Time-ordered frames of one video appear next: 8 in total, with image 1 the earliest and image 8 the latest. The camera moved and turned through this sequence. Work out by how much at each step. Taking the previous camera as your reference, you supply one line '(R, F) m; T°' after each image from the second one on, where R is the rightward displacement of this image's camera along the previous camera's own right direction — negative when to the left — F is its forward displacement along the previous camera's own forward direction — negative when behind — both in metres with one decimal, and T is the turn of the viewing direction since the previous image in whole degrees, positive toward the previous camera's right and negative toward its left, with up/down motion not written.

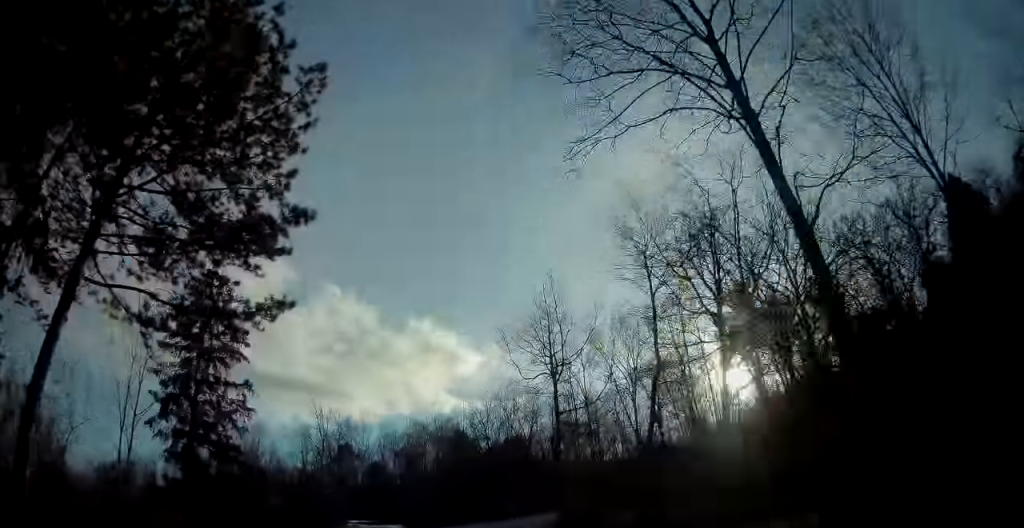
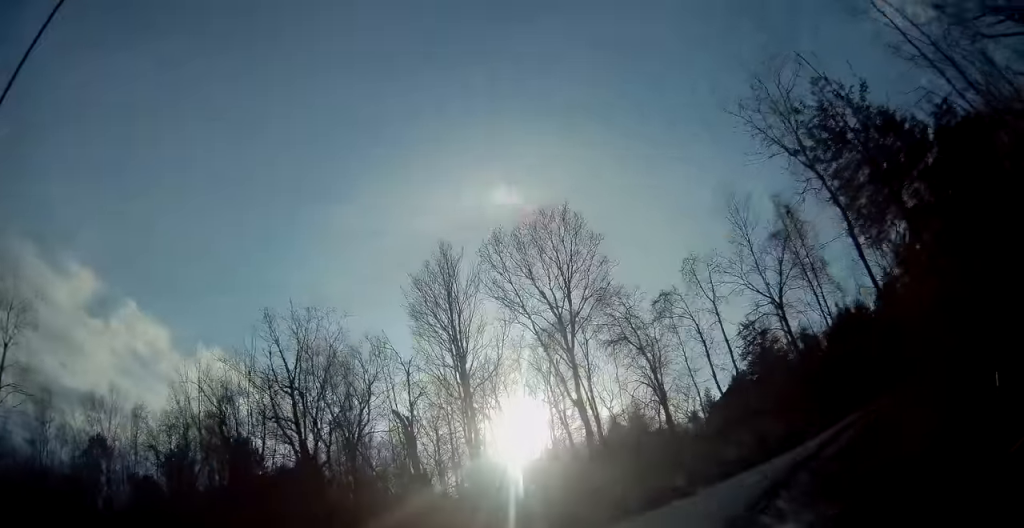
(+4.7, +28.1) m; +29°
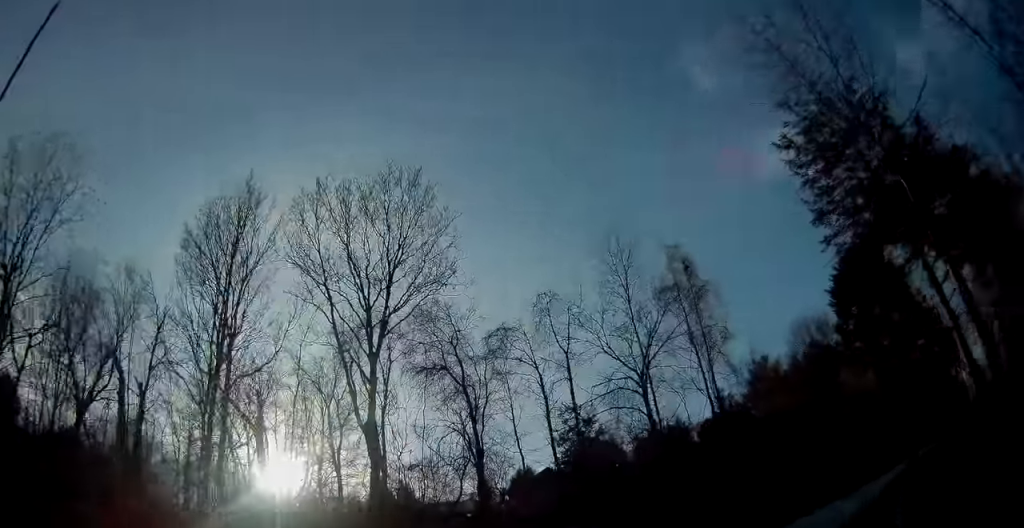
(+2.4, +9.2) m; +26°
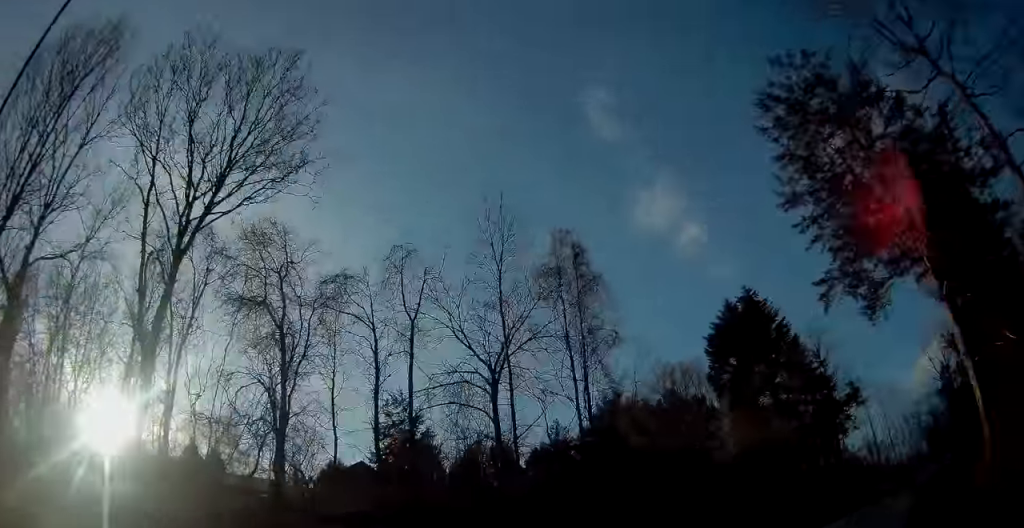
(+0.6, +5.6) m; +20°
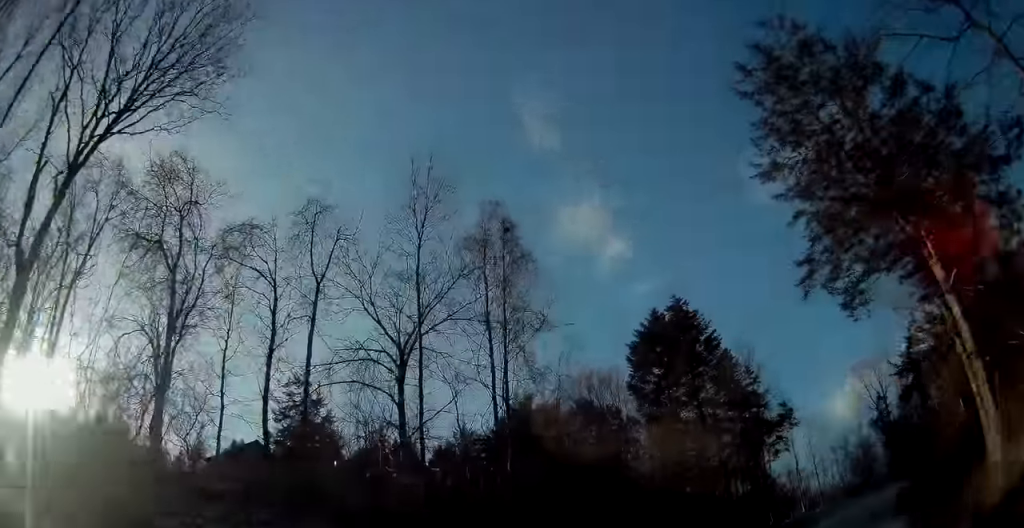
(+0.5, +2.5) m; +14°
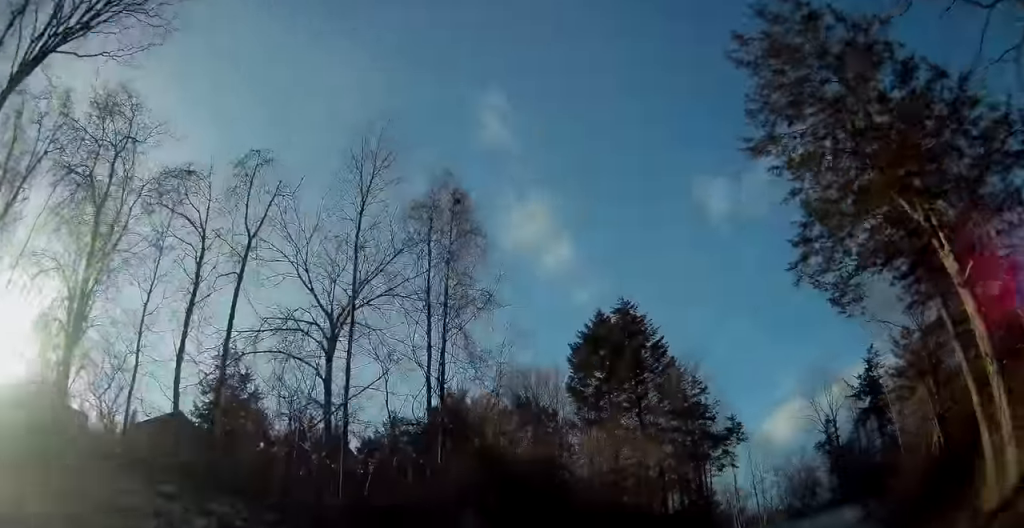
(+0.2, +2.0) m; +11°
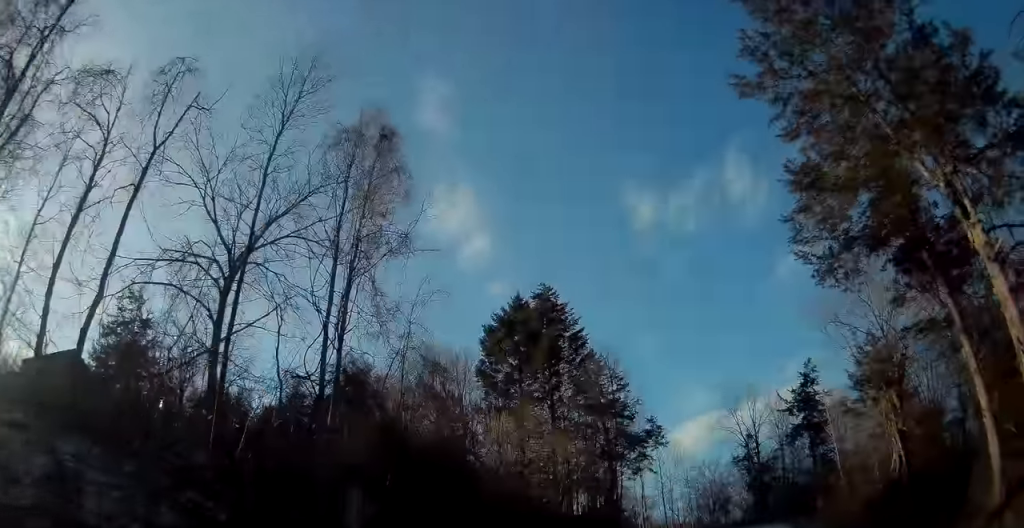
(+0.4, +2.7) m; +11°
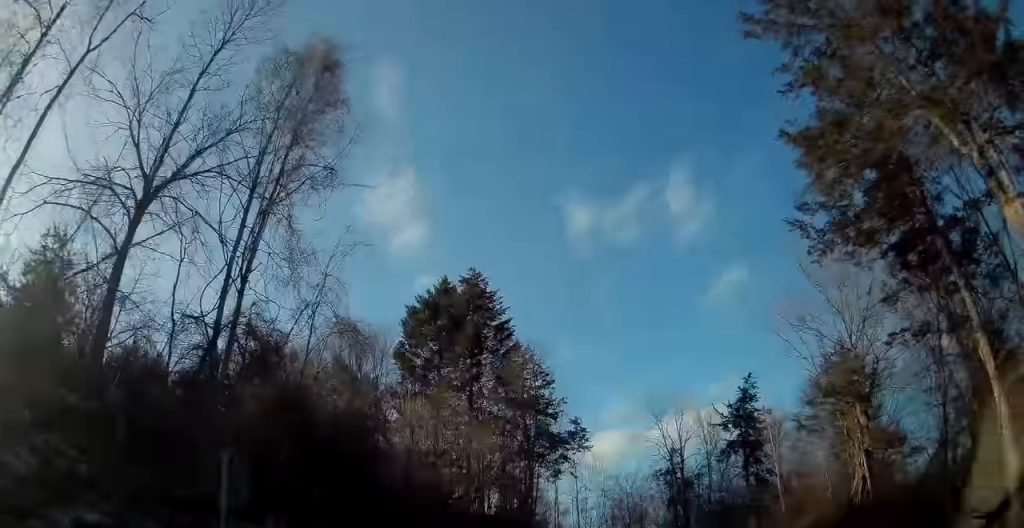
(+0.3, +2.4) m; +7°
